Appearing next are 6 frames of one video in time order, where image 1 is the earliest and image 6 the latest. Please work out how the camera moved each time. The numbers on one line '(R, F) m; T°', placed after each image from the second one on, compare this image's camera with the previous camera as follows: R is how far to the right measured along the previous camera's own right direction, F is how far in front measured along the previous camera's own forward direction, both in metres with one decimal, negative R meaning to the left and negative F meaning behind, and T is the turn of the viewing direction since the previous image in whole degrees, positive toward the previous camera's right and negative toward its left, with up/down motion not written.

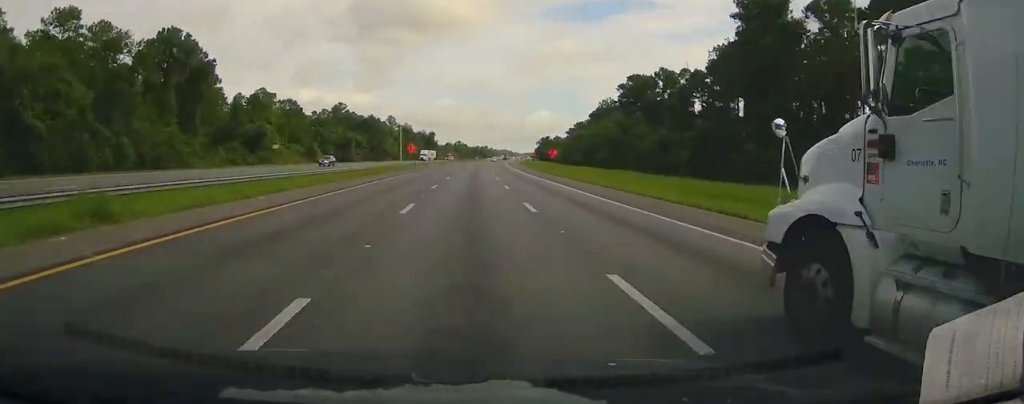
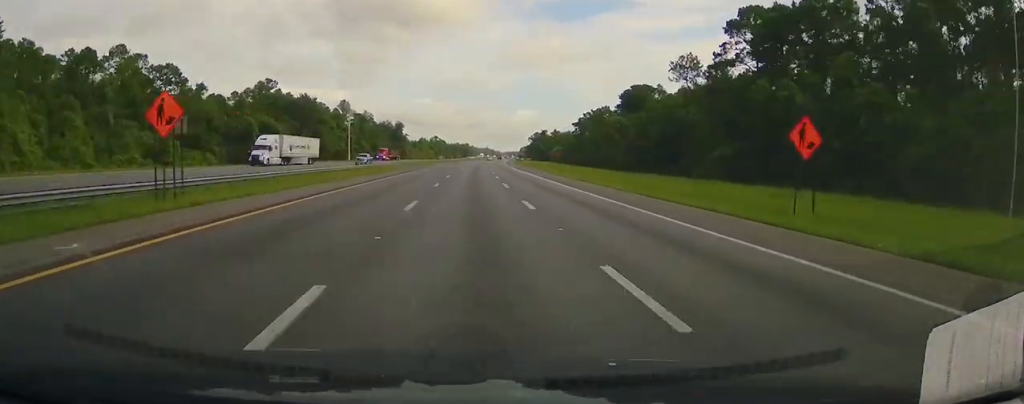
(+0.8, +73.3) m; +1°
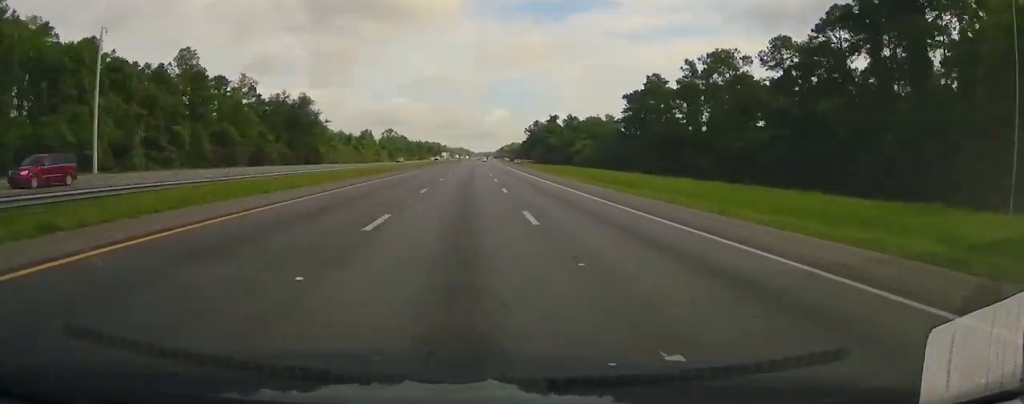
(+2.3, +114.6) m; +2°
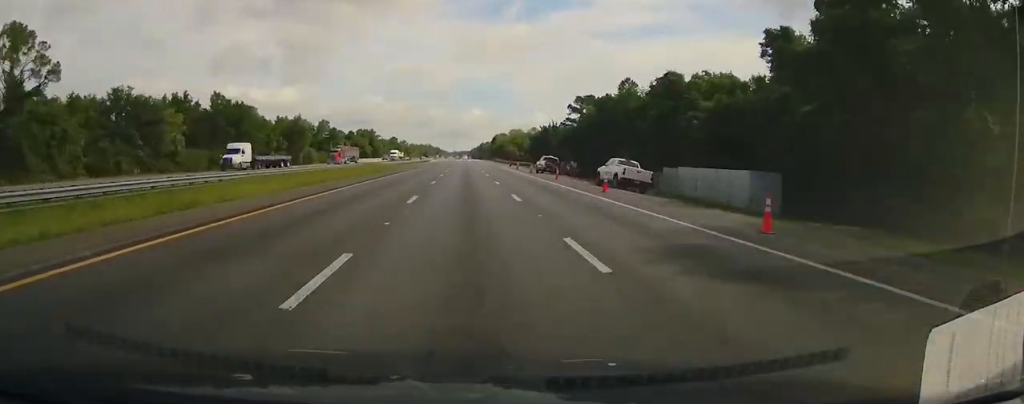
(+6.7, +224.2) m; +1°
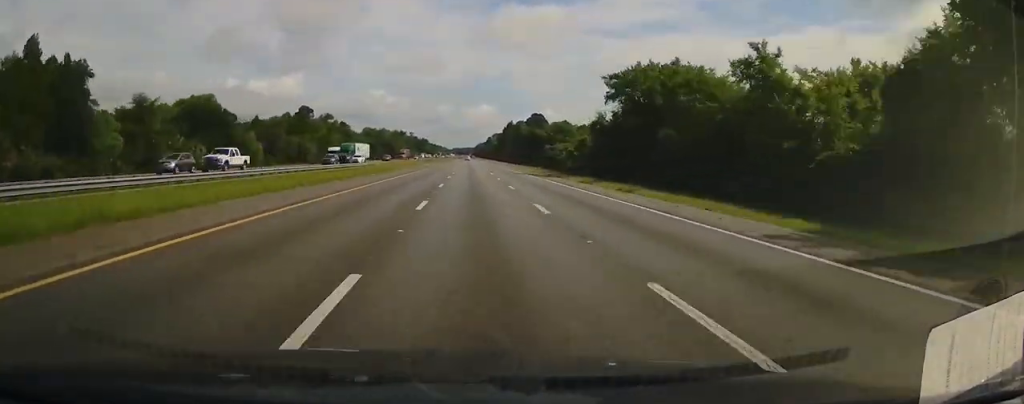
(-1.3, +331.9) m; 0°
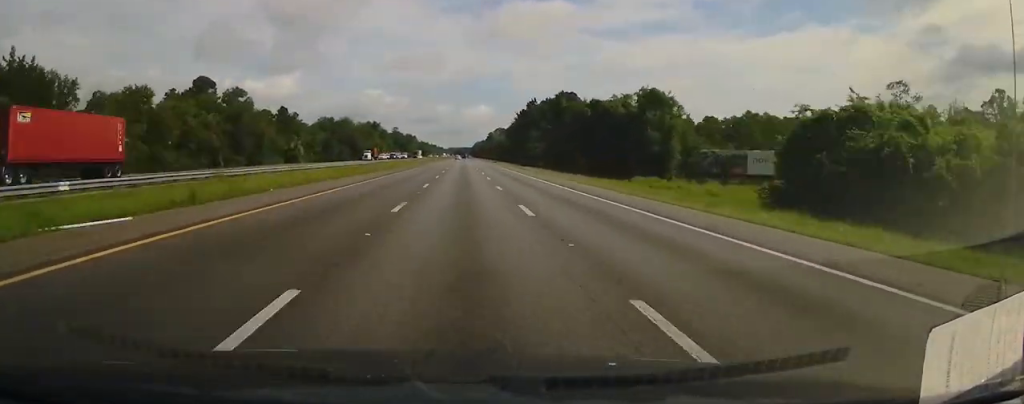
(-0.4, +99.8) m; 0°
